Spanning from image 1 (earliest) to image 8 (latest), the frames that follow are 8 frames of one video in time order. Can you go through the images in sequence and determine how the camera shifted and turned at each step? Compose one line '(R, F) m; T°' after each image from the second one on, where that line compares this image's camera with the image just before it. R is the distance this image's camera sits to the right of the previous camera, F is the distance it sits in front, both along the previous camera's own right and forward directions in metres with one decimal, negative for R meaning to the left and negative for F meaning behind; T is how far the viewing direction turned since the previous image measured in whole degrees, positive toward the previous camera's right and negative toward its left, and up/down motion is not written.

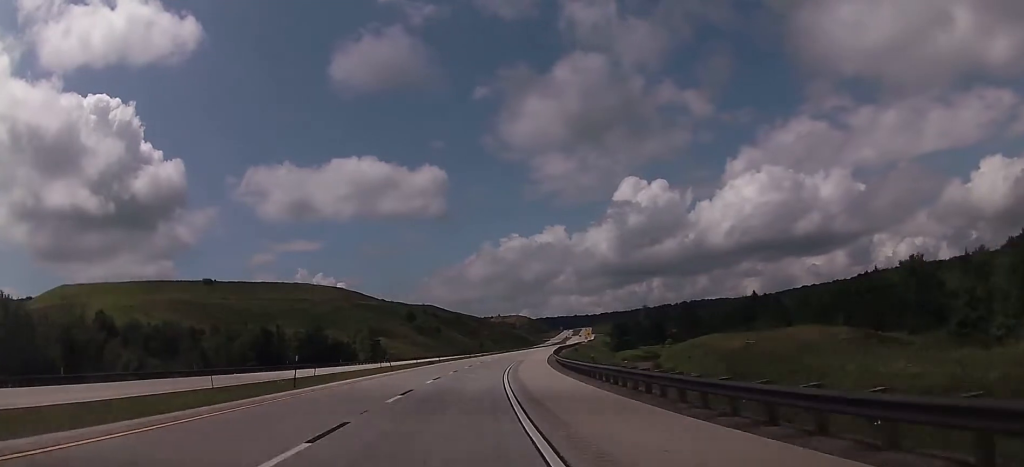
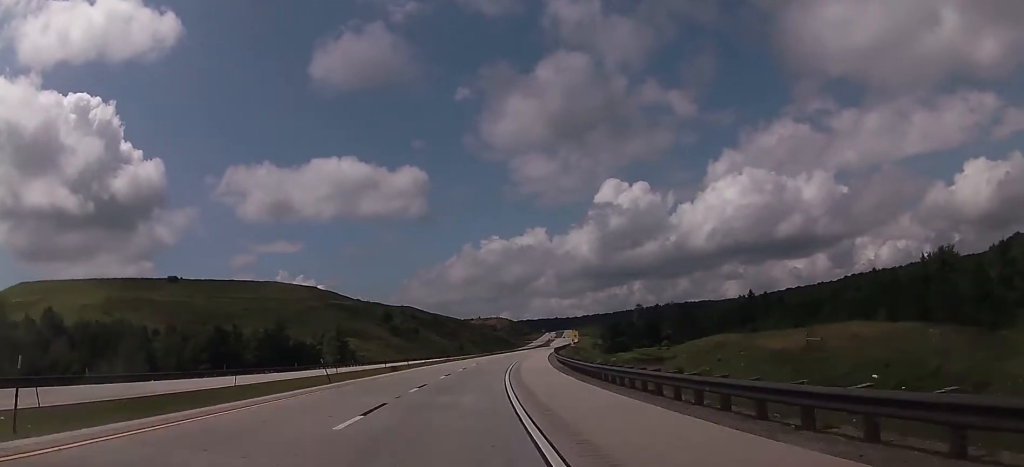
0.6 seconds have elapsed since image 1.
(+0.1, +18.6) m; +2°
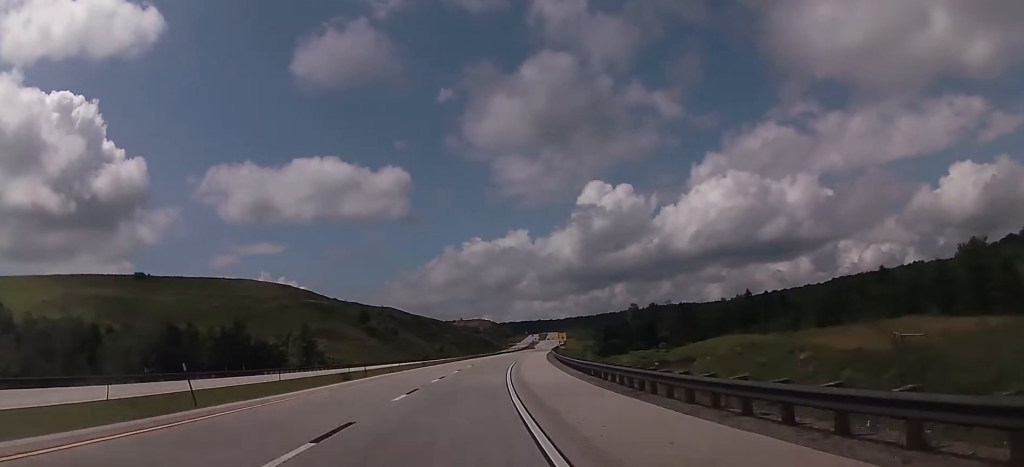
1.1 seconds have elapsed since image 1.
(+0.5, +16.5) m; +2°
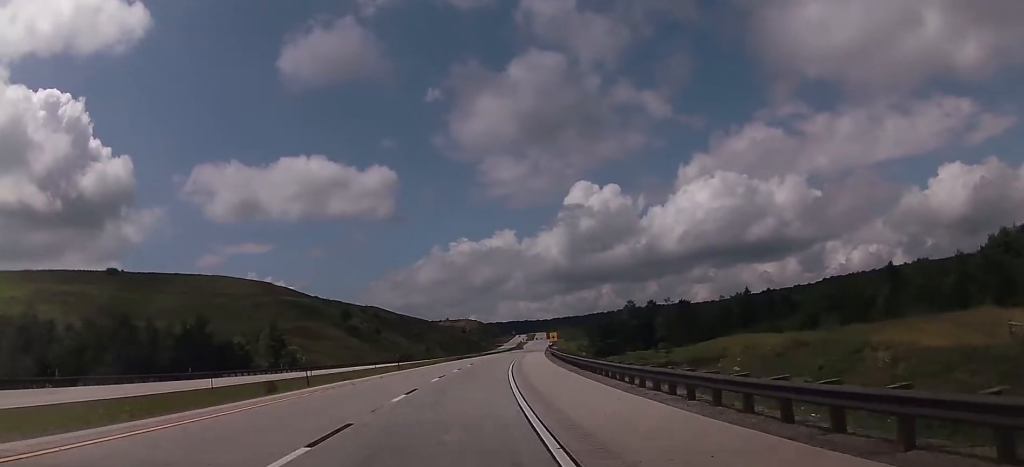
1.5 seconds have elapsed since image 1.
(+0.1, +13.2) m; +1°
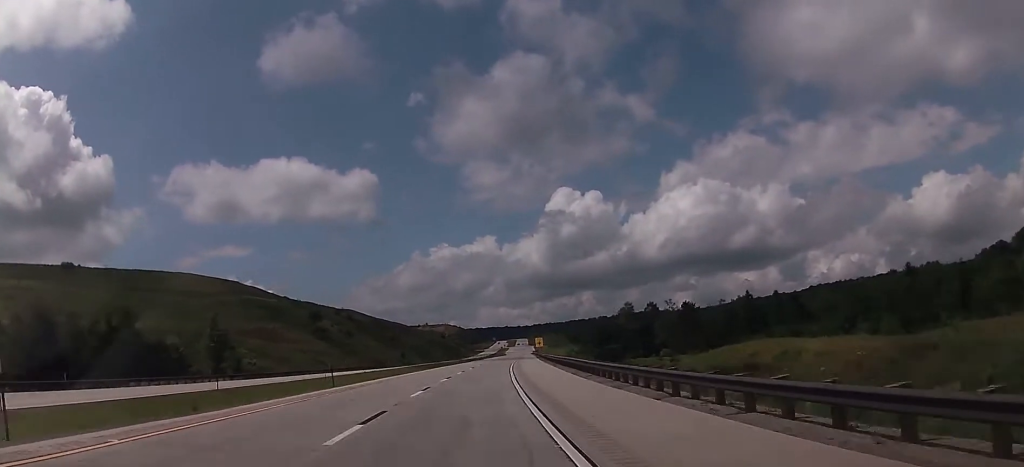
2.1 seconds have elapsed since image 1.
(+0.2, +20.8) m; +2°
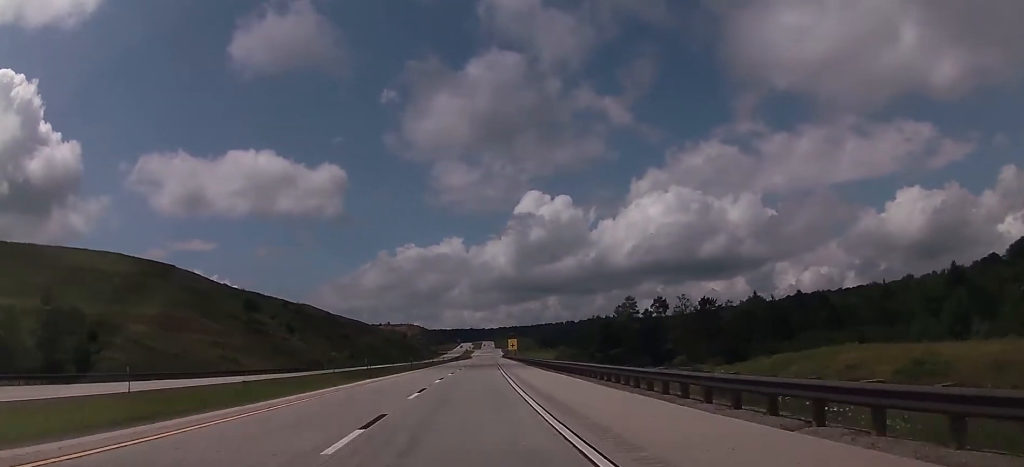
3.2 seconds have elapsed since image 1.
(+1.7, +37.2) m; +5°
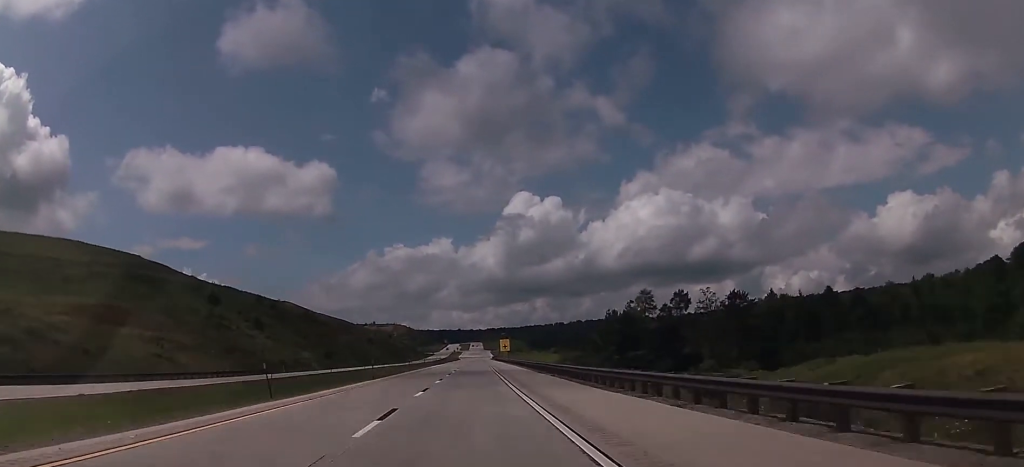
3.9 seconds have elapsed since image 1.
(+0.5, +21.9) m; +1°
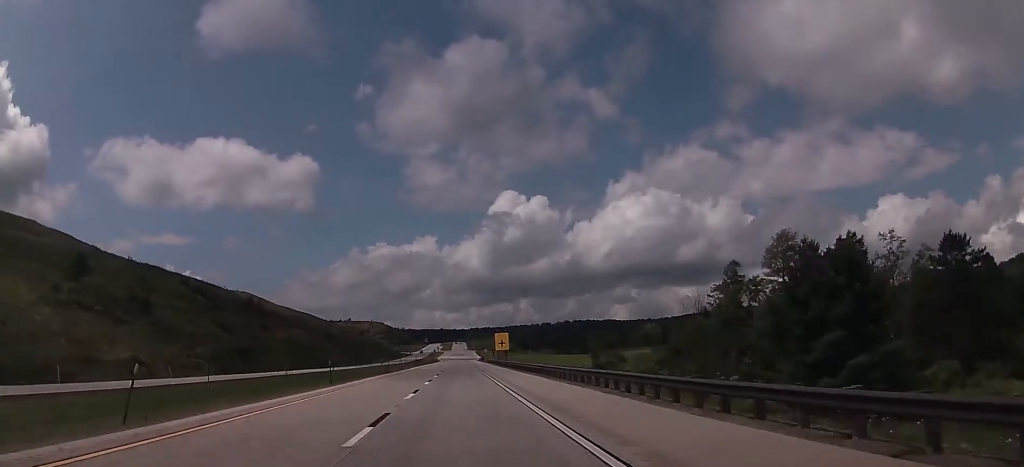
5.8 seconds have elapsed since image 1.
(+0.6, +61.0) m; +1°
